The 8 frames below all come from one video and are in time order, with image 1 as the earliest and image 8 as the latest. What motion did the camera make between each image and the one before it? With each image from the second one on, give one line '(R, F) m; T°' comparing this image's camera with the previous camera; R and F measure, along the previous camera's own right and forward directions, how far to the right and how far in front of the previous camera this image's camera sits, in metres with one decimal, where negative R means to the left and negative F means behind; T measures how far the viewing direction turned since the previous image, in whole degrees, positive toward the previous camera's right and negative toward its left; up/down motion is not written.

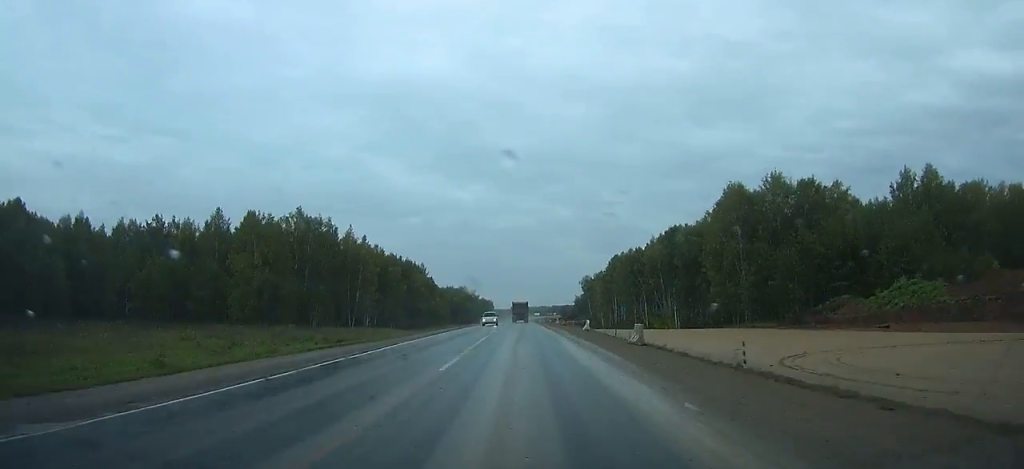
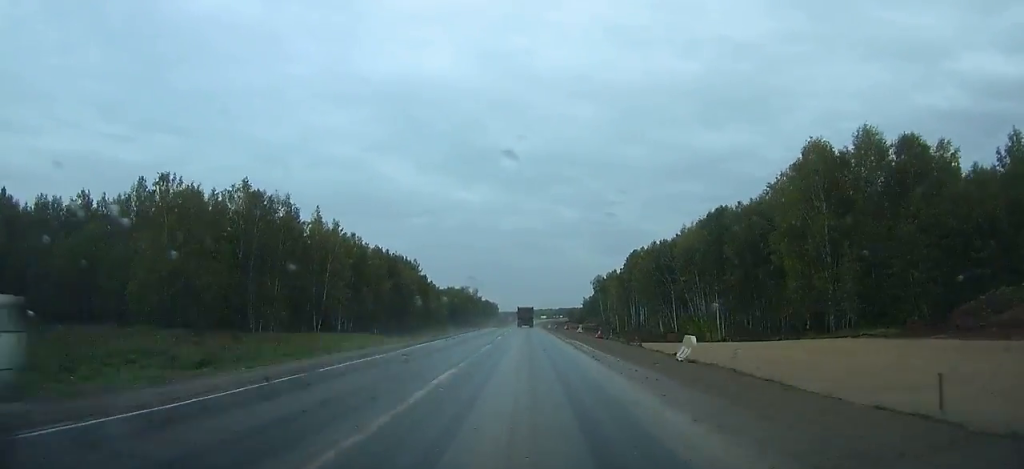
(0.0, +26.6) m; 0°
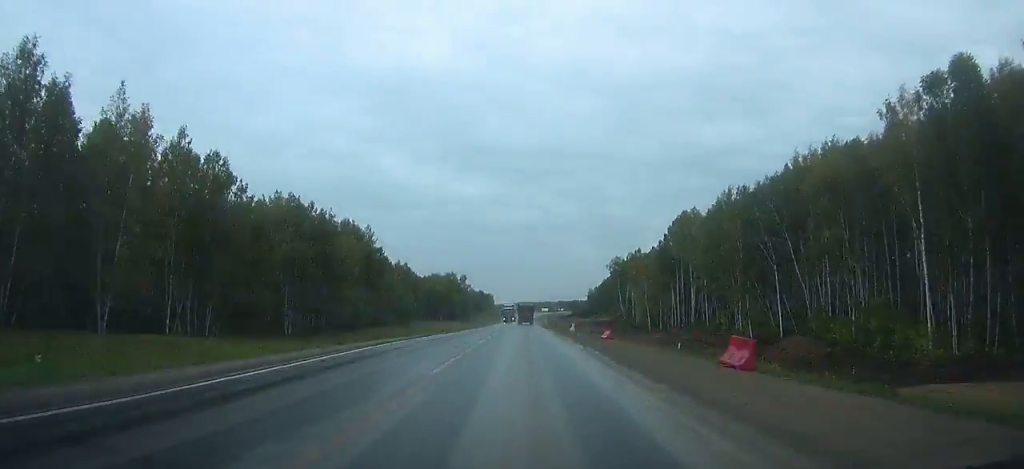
(-0.2, +59.0) m; 0°
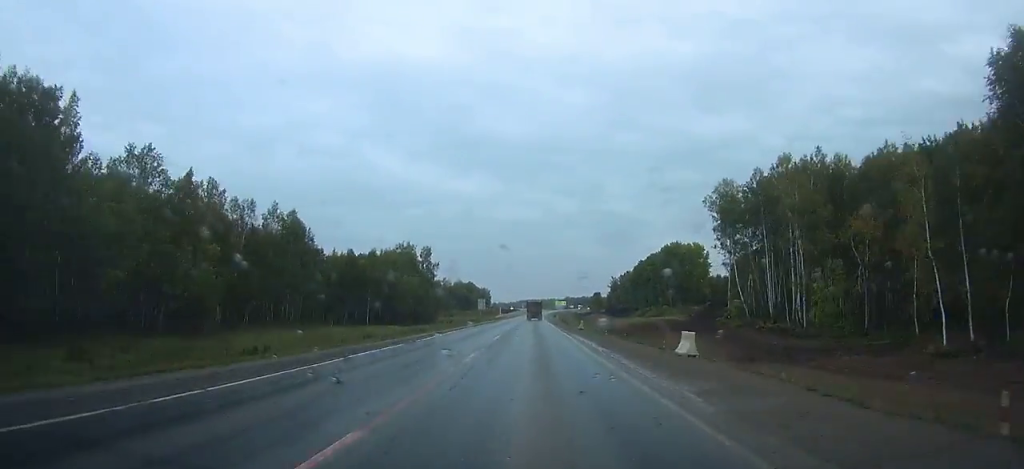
(0.0, +115.2) m; 0°
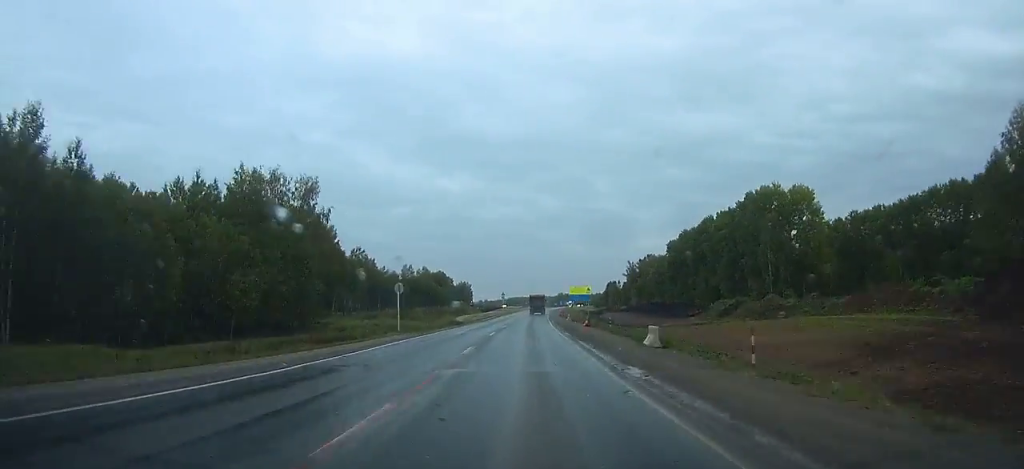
(+0.7, +92.6) m; 0°
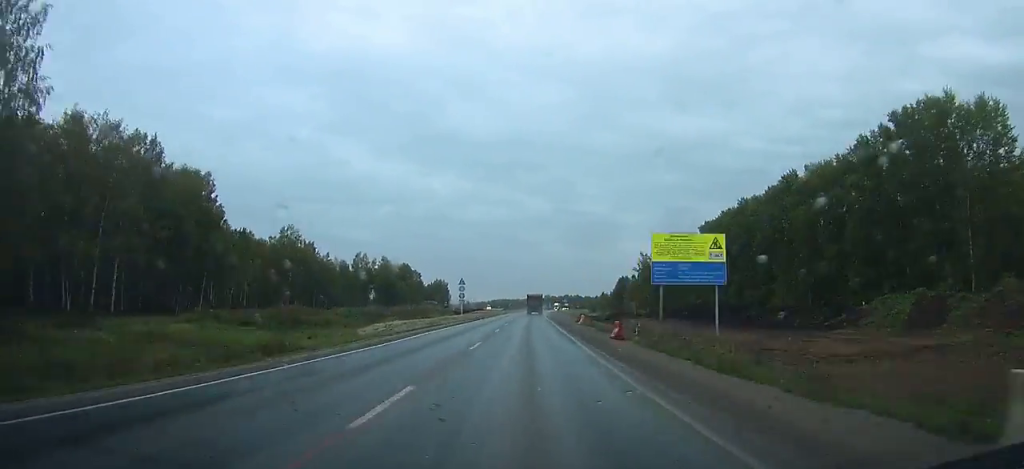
(0.0, +57.4) m; 0°
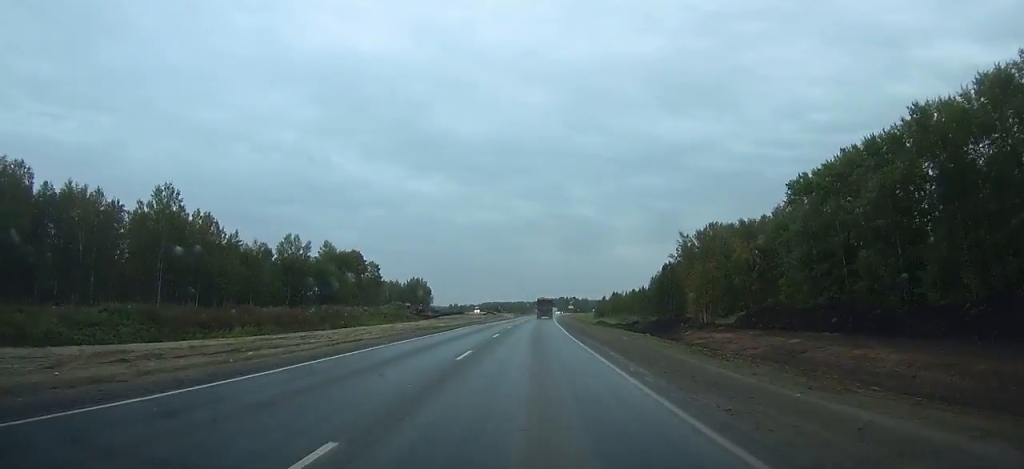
(+0.4, +64.0) m; +2°
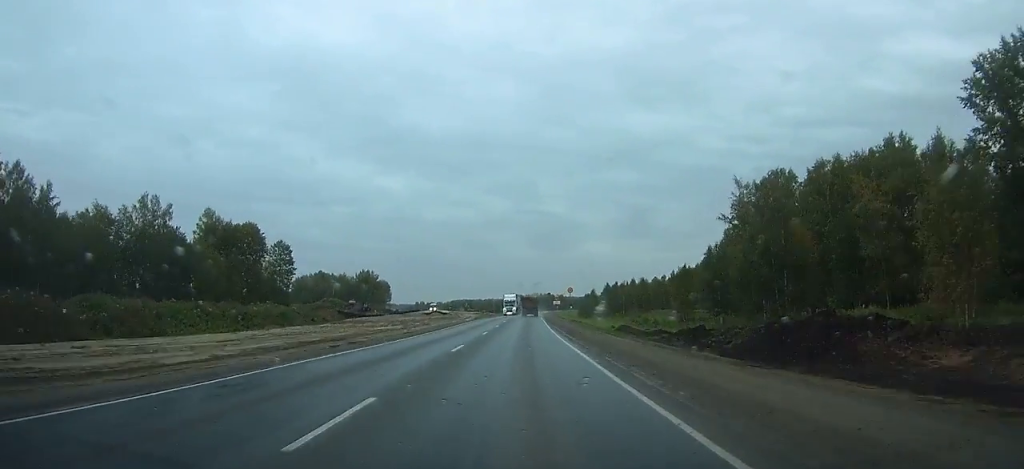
(+1.1, +57.7) m; +2°
